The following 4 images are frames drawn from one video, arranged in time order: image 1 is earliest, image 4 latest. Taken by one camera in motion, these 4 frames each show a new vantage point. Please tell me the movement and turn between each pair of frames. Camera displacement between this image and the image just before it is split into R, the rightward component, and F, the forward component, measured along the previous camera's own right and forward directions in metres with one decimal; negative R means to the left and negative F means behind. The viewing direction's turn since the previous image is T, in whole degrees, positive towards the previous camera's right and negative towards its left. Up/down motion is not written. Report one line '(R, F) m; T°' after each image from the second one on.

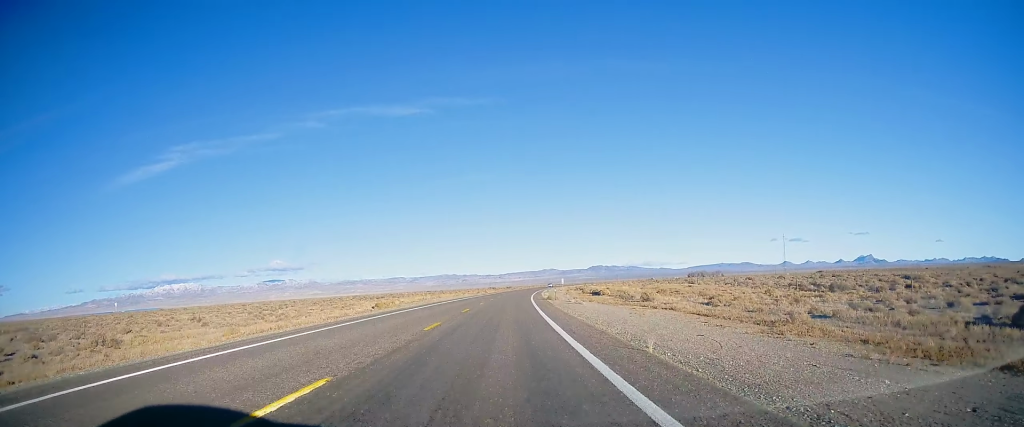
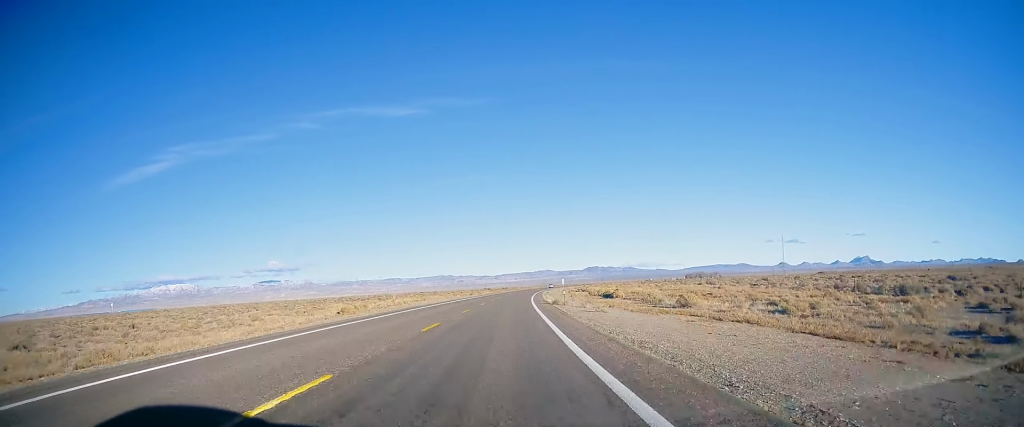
(-0.1, +12.3) m; 0°
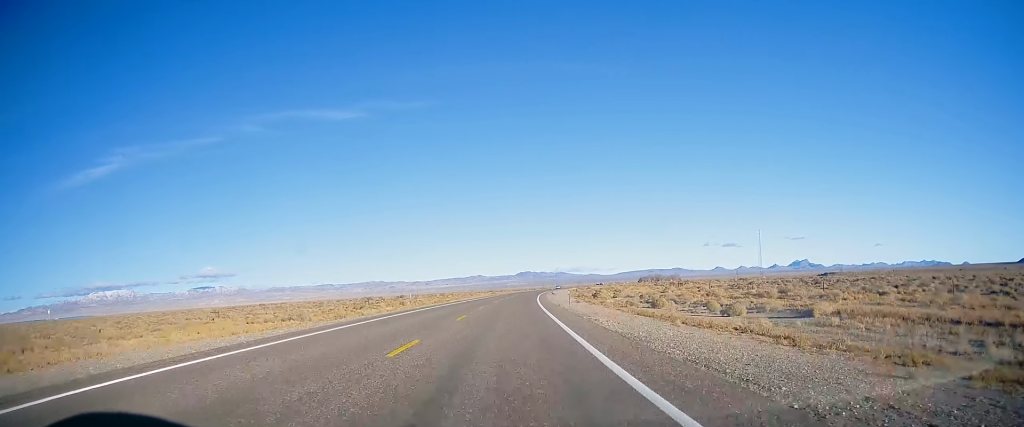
(+9.0, +175.6) m; +6°
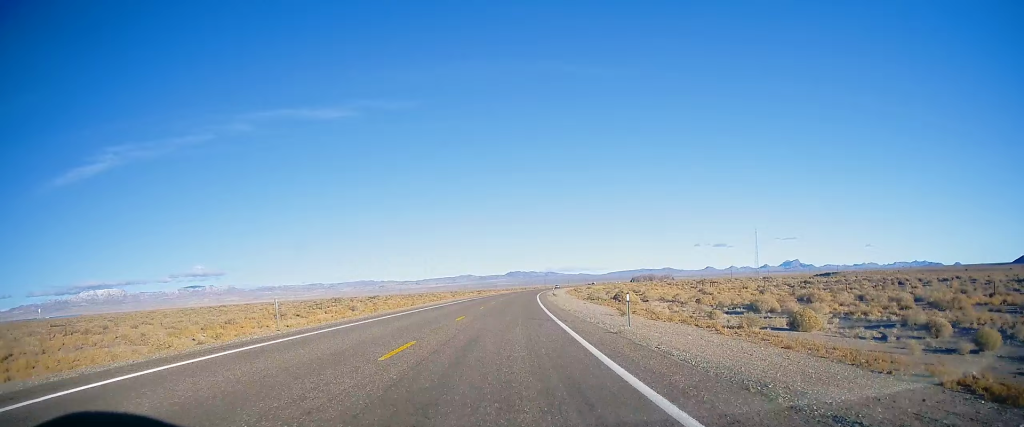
(+0.3, +24.6) m; +1°
